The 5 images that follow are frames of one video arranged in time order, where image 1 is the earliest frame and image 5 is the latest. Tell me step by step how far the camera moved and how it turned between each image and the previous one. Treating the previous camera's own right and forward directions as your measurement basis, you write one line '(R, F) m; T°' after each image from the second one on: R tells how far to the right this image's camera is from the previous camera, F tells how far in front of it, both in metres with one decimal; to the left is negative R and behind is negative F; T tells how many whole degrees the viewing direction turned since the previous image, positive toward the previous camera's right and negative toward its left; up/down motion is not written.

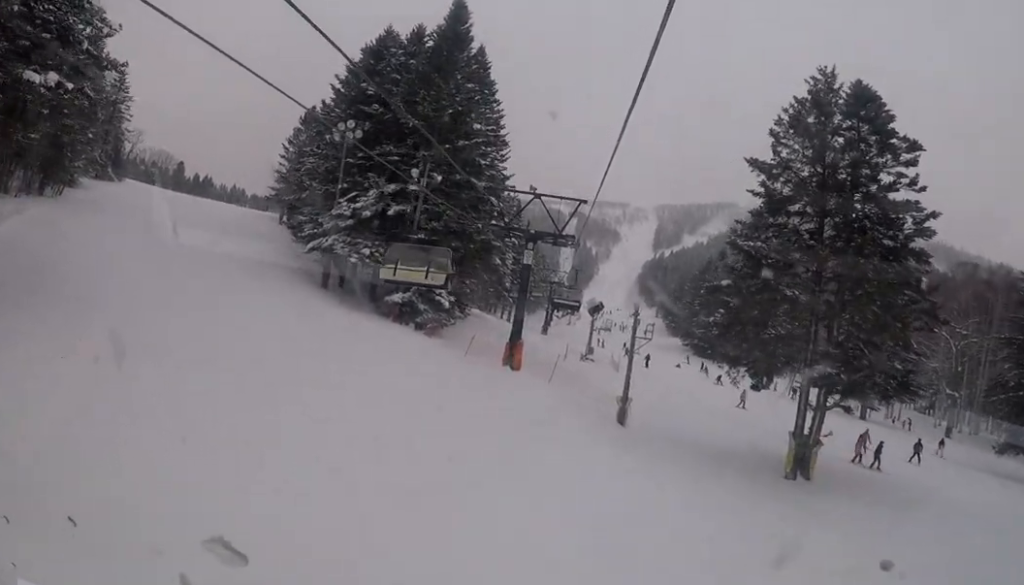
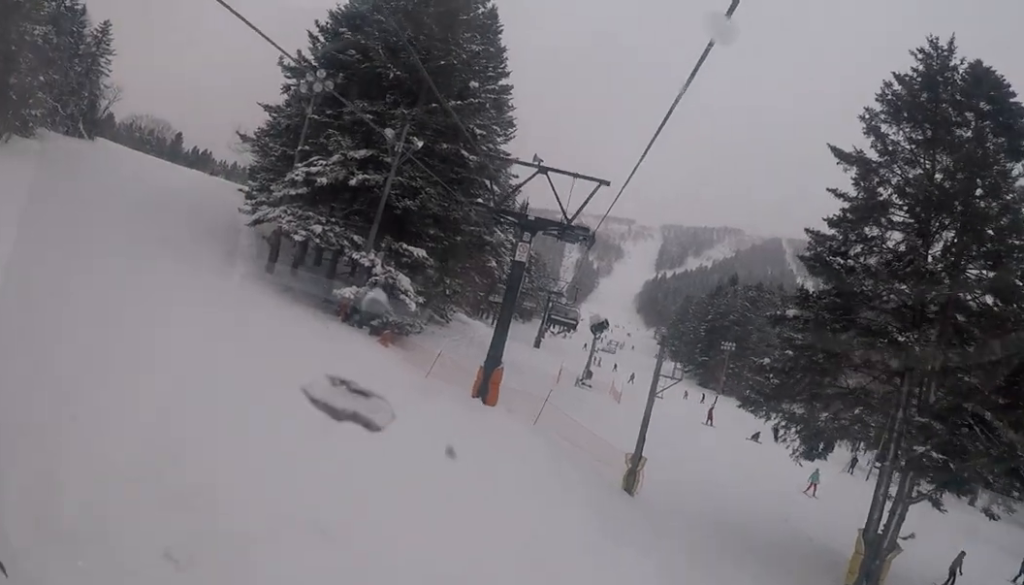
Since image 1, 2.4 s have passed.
(-0.6, +9.6) m; -7°
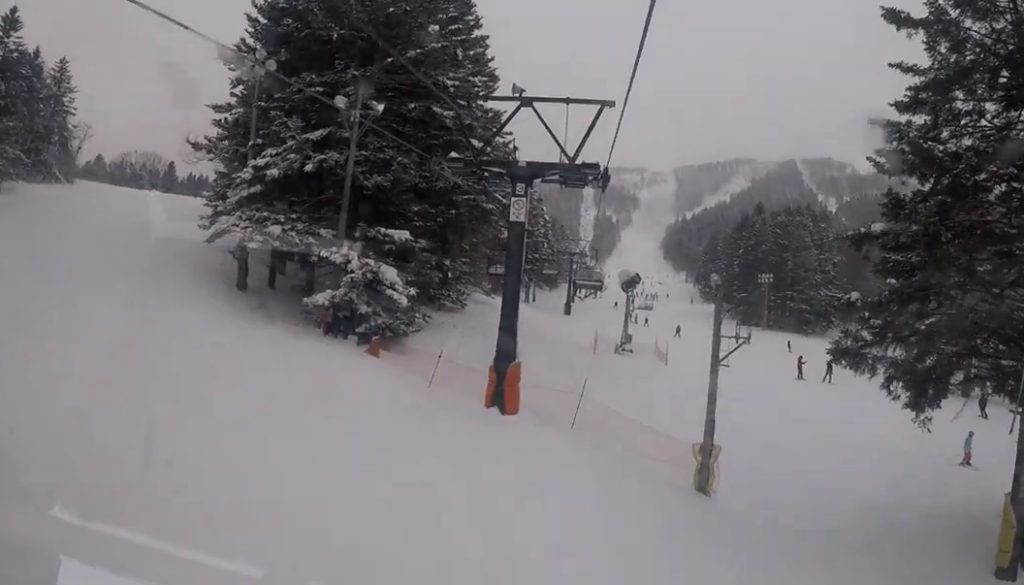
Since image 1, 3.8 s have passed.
(0.0, +5.5) m; 0°
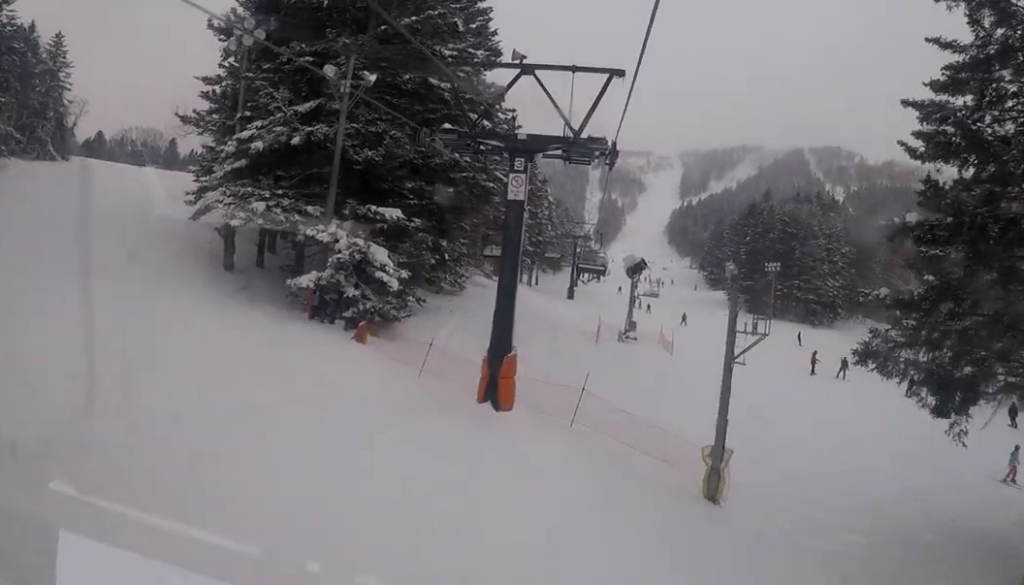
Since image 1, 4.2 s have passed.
(0.0, +1.6) m; 0°
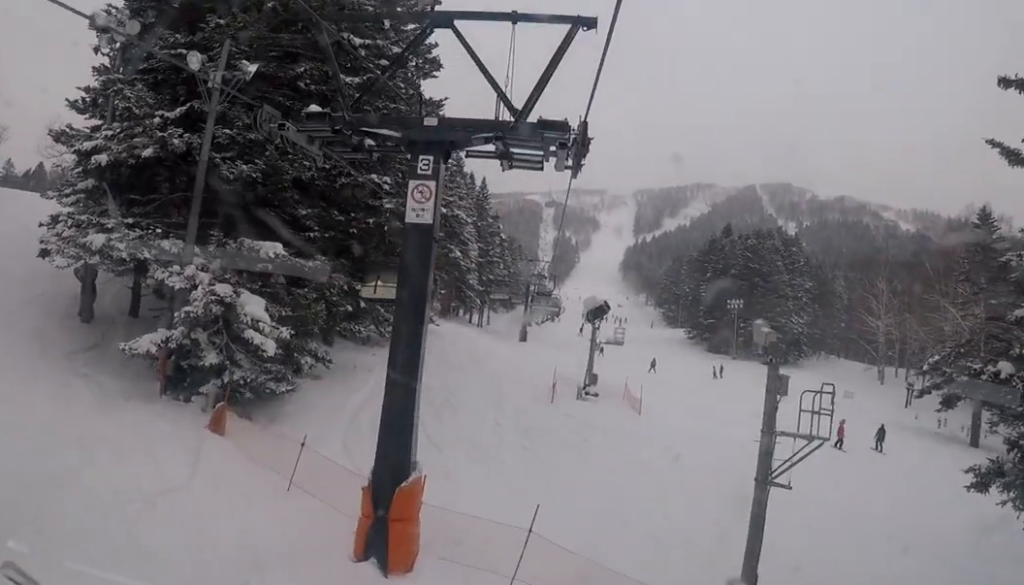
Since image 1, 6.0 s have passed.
(0.0, +6.8) m; +3°
